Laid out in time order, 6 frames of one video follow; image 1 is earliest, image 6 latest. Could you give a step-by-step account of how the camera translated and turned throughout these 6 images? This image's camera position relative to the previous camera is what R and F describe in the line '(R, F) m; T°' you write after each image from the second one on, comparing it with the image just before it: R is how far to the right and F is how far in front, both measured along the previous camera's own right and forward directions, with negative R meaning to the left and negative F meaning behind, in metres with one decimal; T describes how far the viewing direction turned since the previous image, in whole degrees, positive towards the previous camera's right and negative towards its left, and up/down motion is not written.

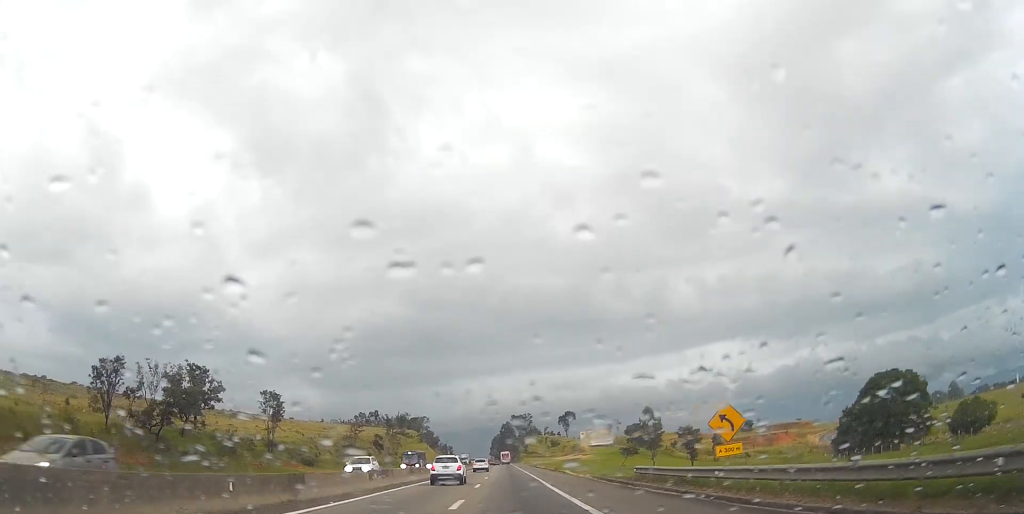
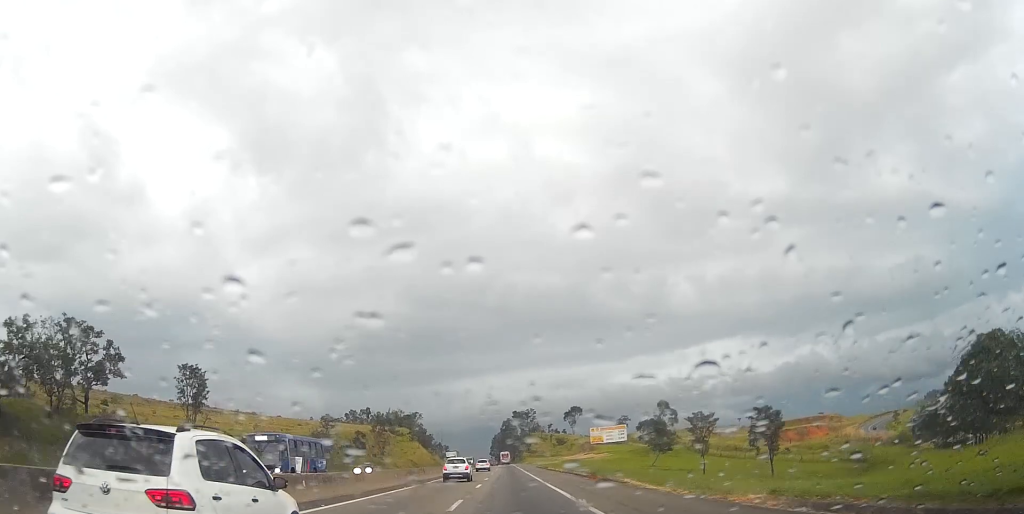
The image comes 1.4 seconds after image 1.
(-0.1, +33.6) m; 0°
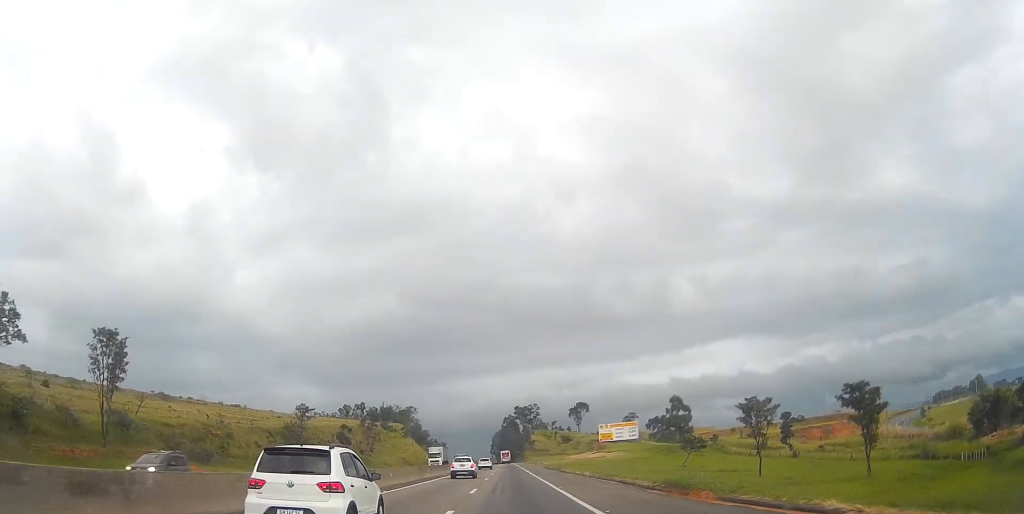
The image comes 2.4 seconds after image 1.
(0.0, +22.3) m; 0°
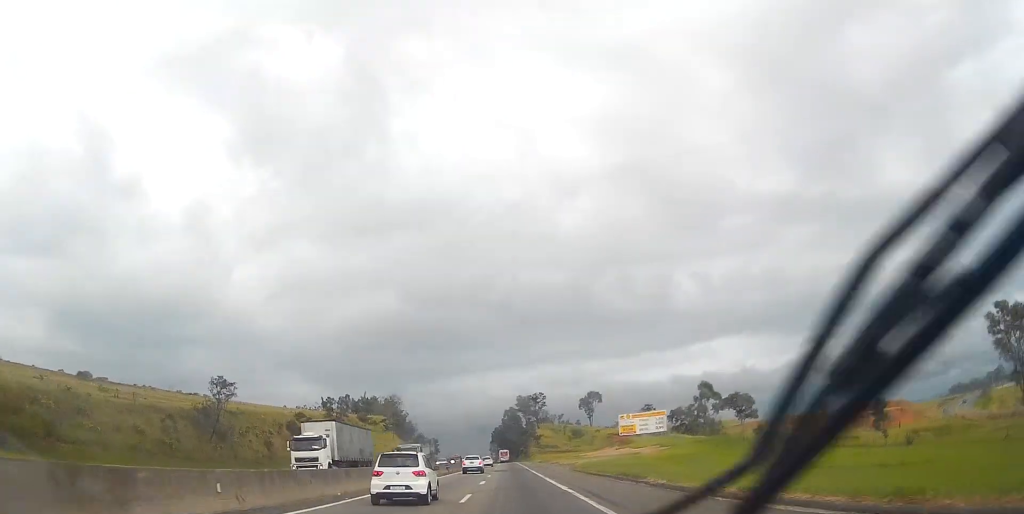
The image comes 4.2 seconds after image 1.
(-0.2, +45.4) m; 0°
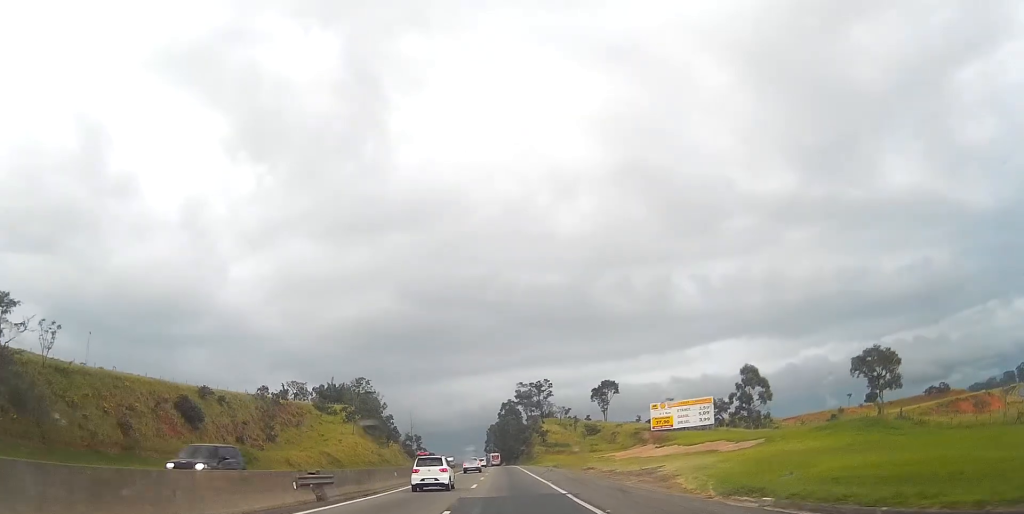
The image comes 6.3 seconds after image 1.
(+0.2, +51.9) m; +1°
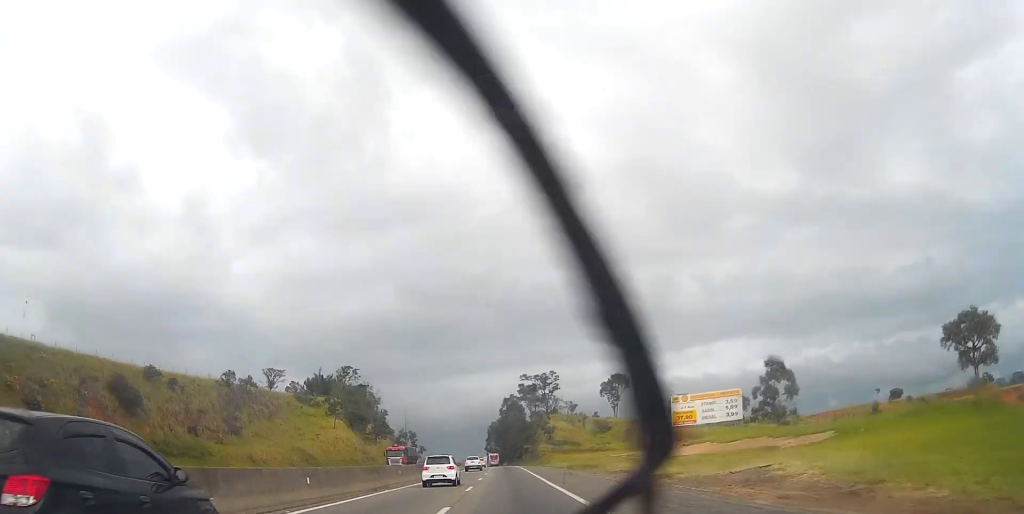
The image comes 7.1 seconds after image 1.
(+0.1, +19.2) m; 0°
